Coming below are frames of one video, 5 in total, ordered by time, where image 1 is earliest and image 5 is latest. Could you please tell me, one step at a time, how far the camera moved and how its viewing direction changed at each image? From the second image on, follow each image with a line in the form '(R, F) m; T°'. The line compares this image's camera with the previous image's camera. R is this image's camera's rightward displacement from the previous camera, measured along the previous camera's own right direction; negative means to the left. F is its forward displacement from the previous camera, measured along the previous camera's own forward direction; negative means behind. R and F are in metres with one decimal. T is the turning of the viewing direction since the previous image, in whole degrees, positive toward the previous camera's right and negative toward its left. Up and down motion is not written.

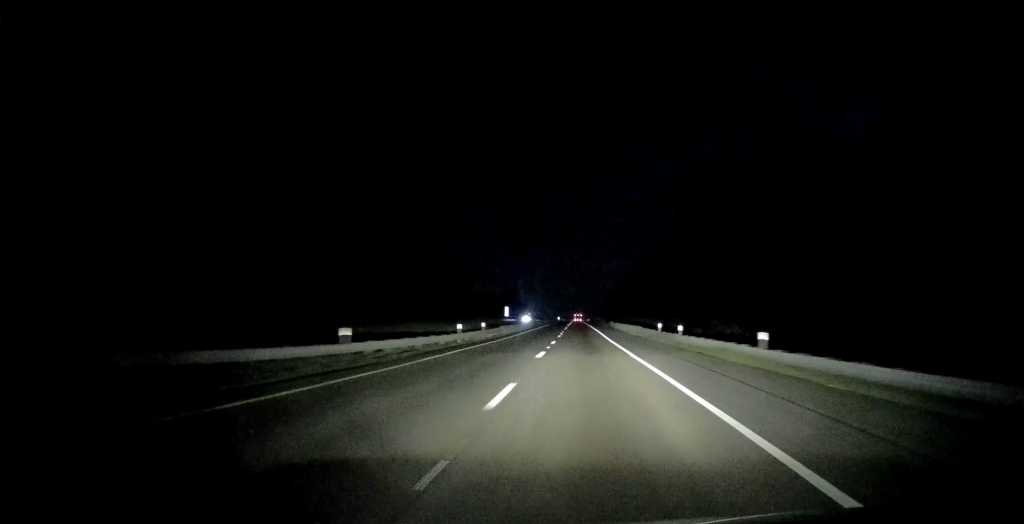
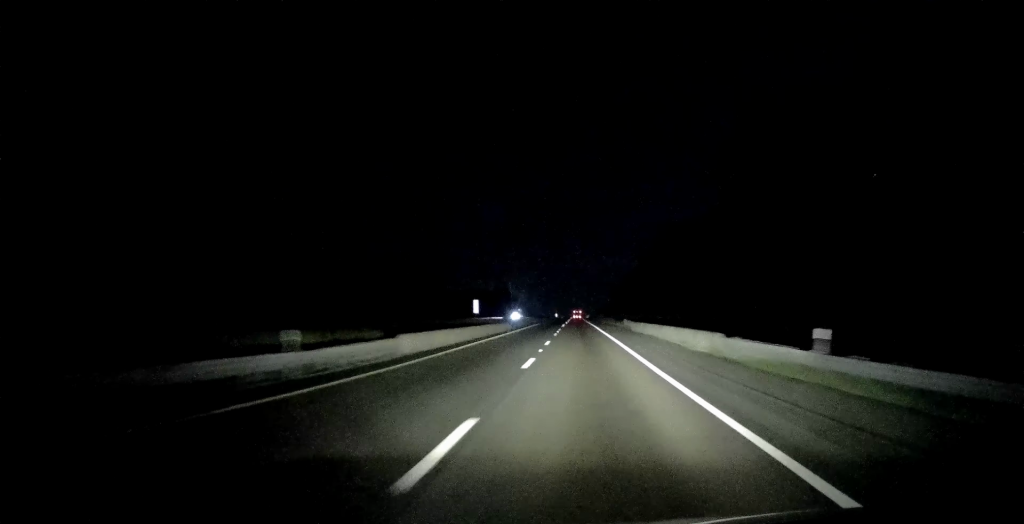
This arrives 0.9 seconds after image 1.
(-0.3, +28.8) m; 0°
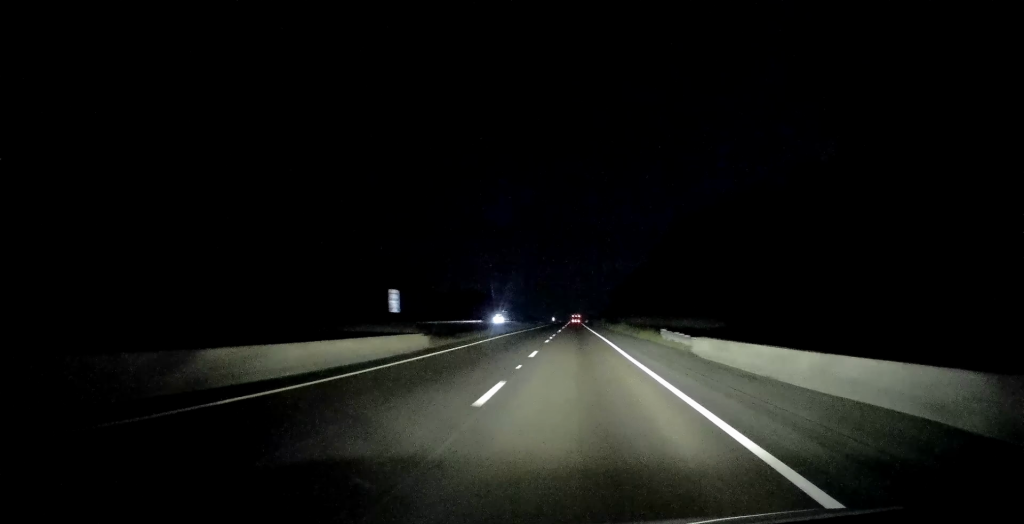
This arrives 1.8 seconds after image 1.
(0.0, +31.0) m; +1°
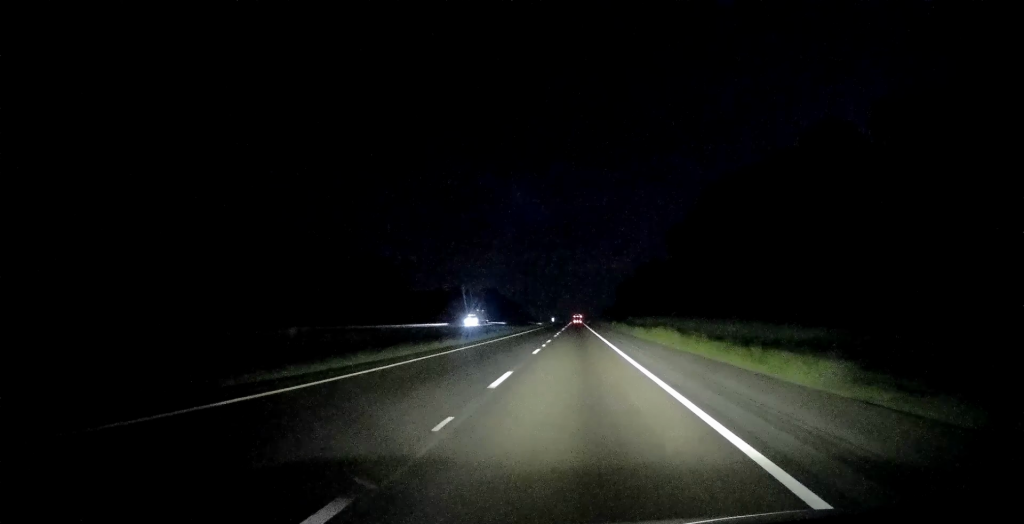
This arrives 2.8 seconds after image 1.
(+0.3, +33.2) m; 0°
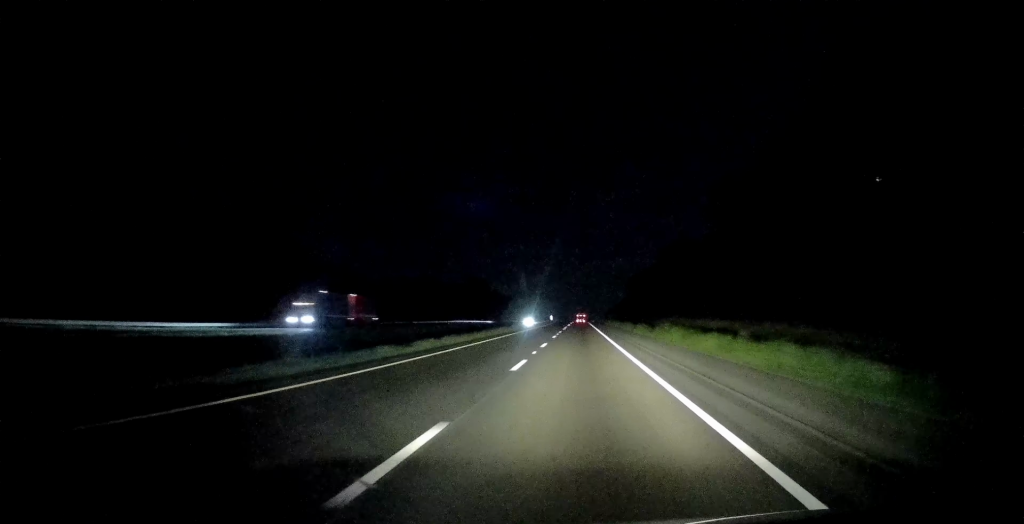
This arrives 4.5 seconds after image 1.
(-0.4, +56.4) m; -1°
